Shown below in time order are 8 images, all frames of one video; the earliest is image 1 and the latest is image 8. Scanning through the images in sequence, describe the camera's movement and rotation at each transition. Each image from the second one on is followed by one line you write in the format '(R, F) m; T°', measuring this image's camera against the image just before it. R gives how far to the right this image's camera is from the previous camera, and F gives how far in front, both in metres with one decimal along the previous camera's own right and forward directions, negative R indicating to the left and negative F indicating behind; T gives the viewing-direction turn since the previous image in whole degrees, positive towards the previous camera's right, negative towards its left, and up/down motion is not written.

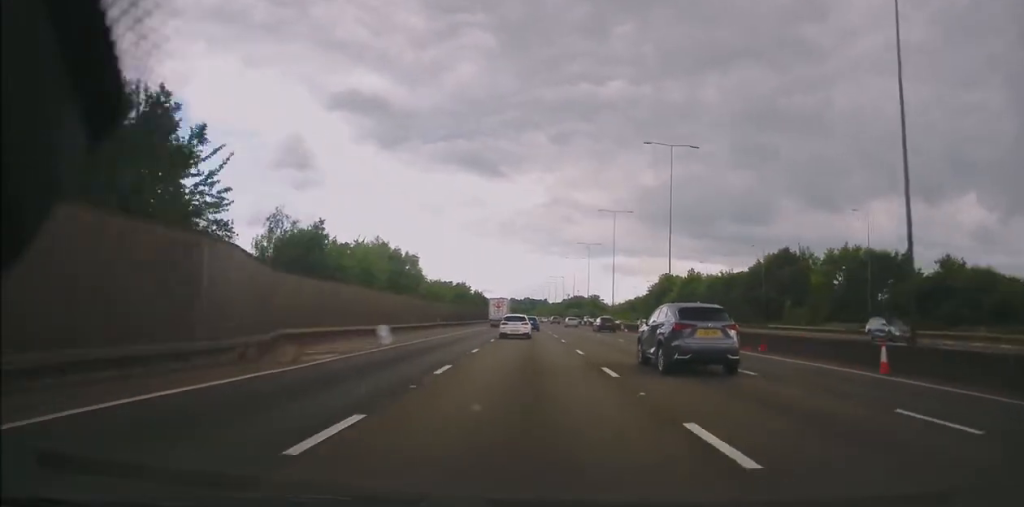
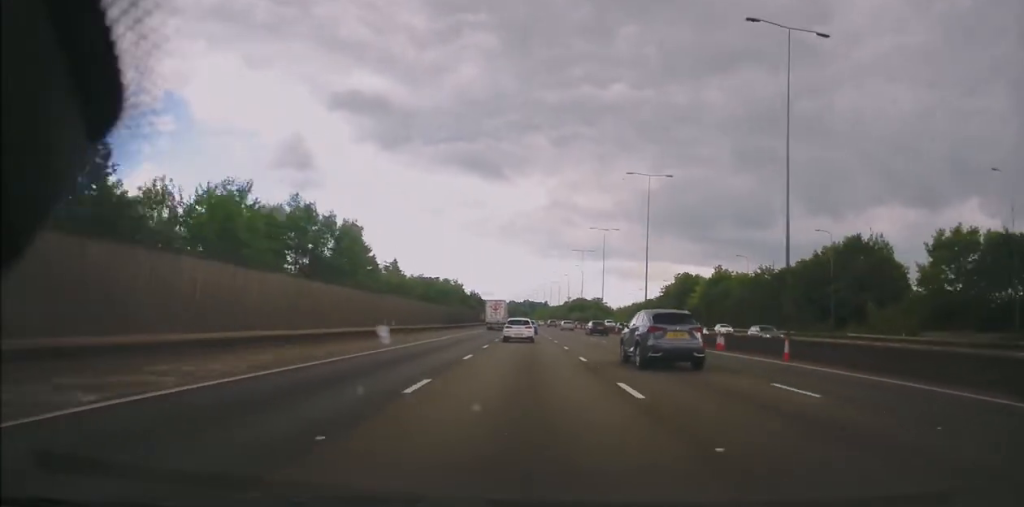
(0.0, +22.2) m; 0°
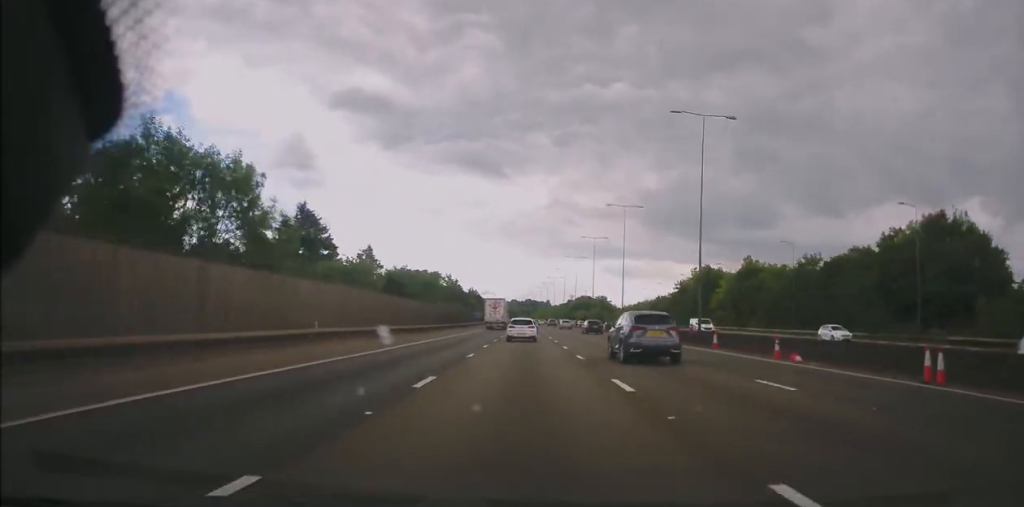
(+0.1, +17.5) m; 0°
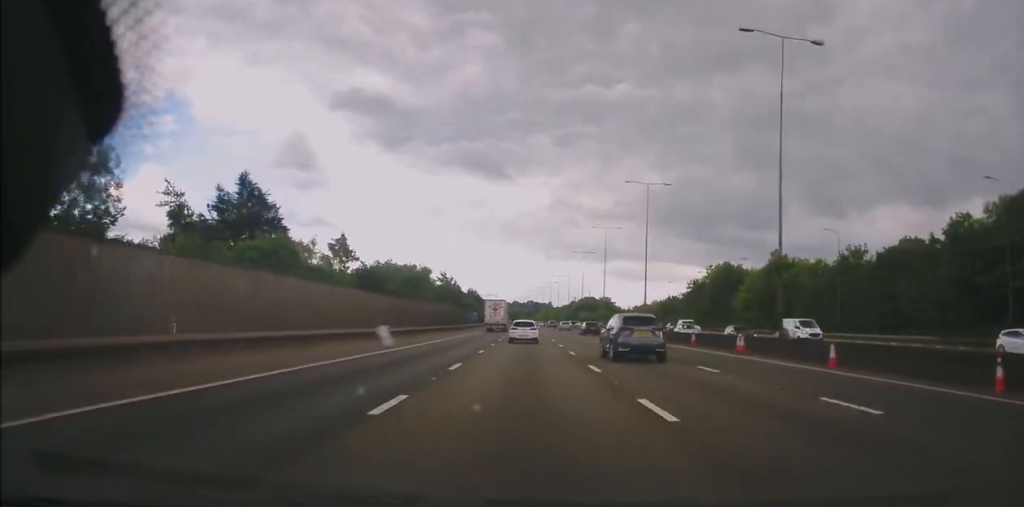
(+0.1, +12.7) m; 0°
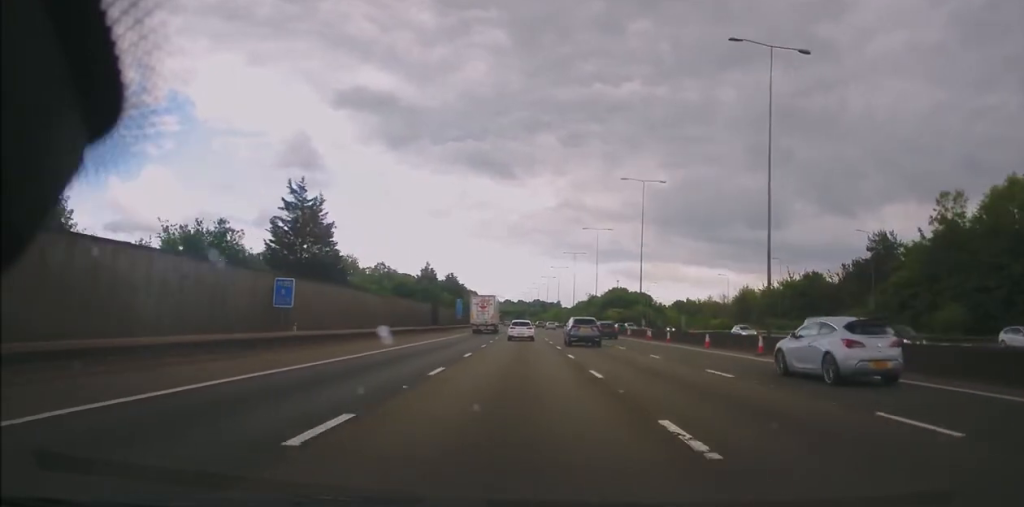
(-0.7, +91.8) m; -1°
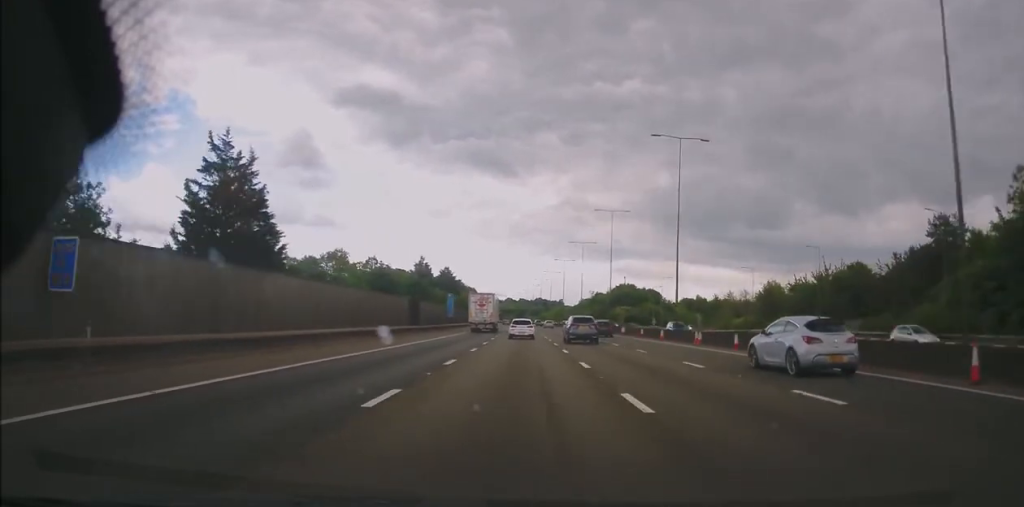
(0.0, +13.8) m; 0°
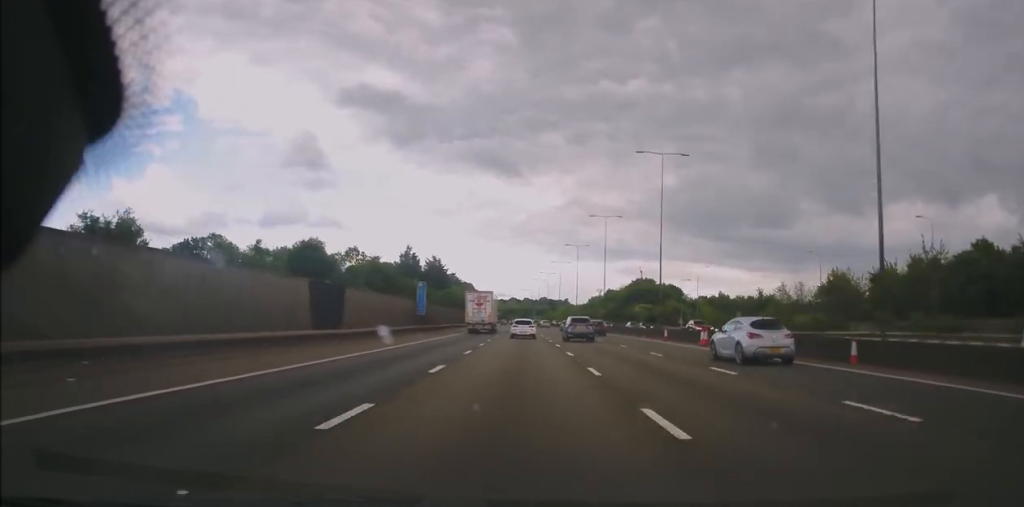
(-0.2, +26.7) m; -1°
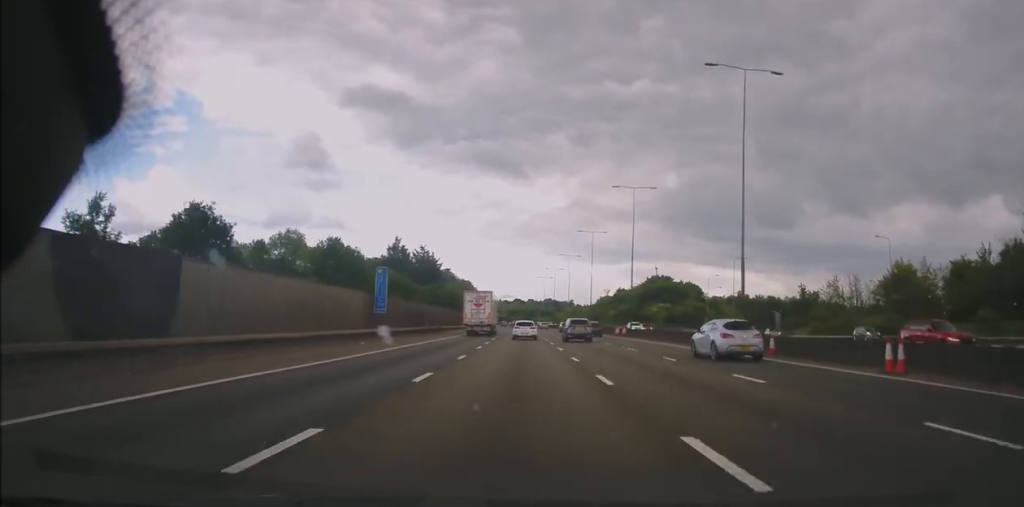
(-0.3, +18.4) m; 0°
